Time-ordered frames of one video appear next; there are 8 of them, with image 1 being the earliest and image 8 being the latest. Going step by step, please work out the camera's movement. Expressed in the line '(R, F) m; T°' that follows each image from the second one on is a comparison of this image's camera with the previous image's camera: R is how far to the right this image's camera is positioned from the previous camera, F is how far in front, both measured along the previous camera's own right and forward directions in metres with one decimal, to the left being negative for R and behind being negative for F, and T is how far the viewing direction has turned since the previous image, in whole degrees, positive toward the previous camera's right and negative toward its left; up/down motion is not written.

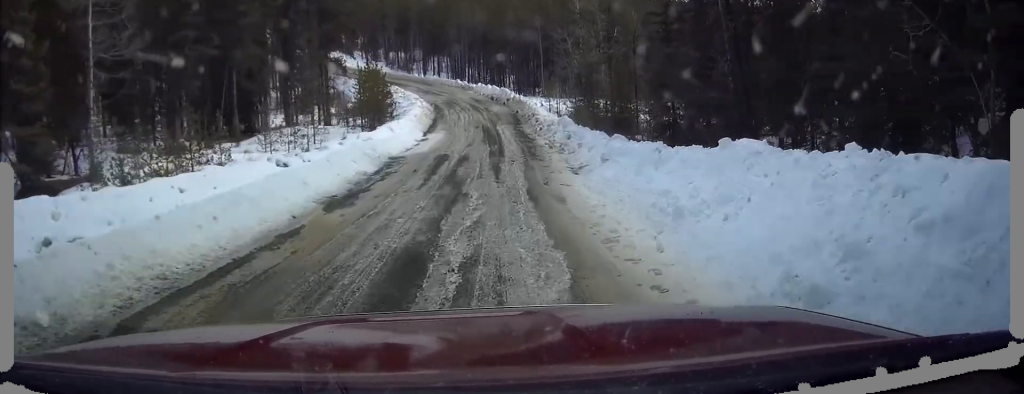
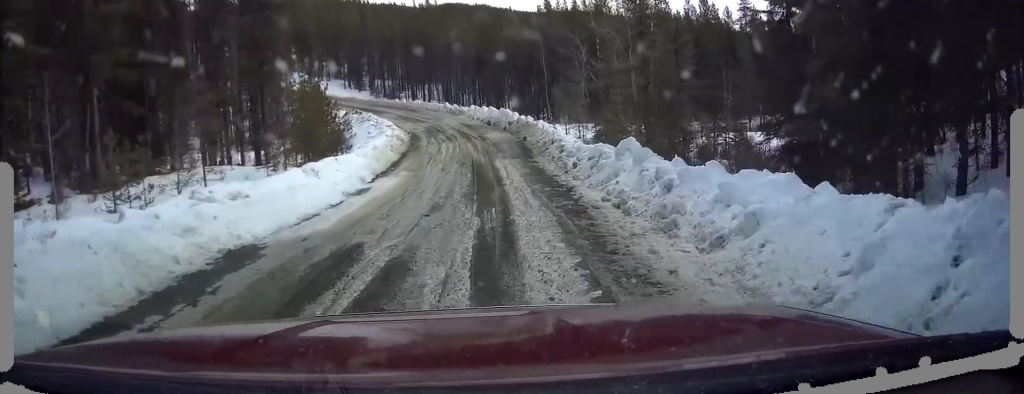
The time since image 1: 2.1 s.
(+1.0, +17.2) m; +3°
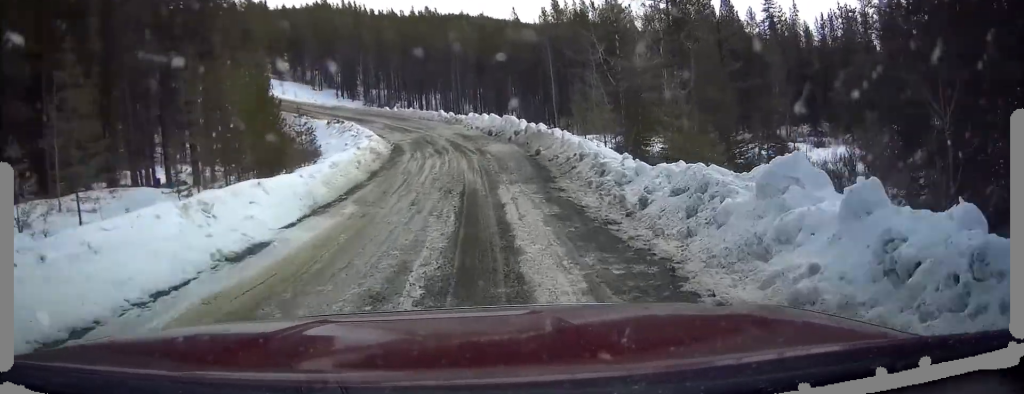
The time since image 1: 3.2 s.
(-0.3, +9.3) m; -4°
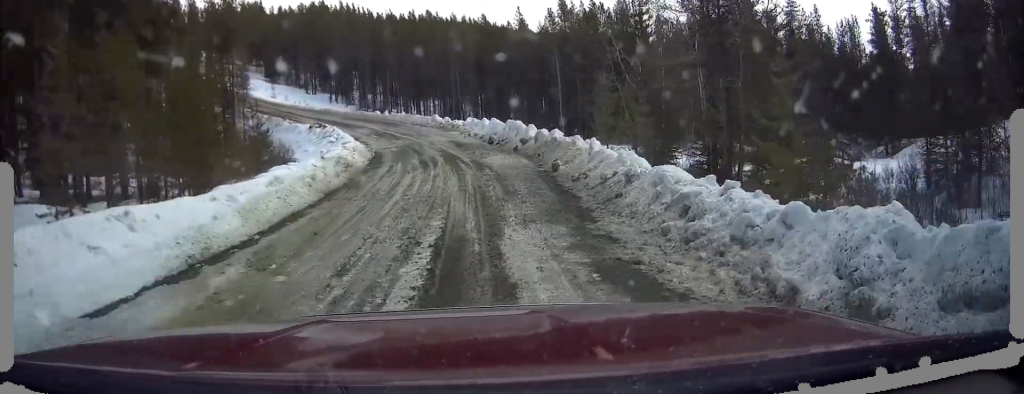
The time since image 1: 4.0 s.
(-0.3, +6.7) m; -3°
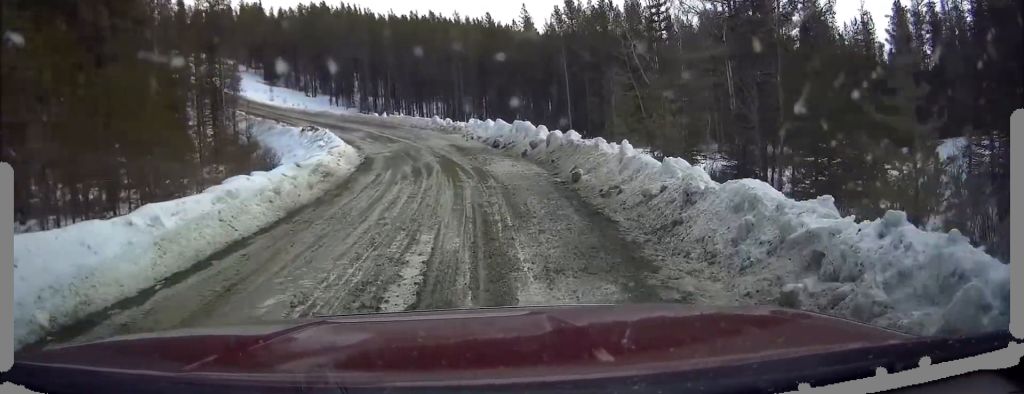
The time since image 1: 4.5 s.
(-0.1, +3.7) m; -1°
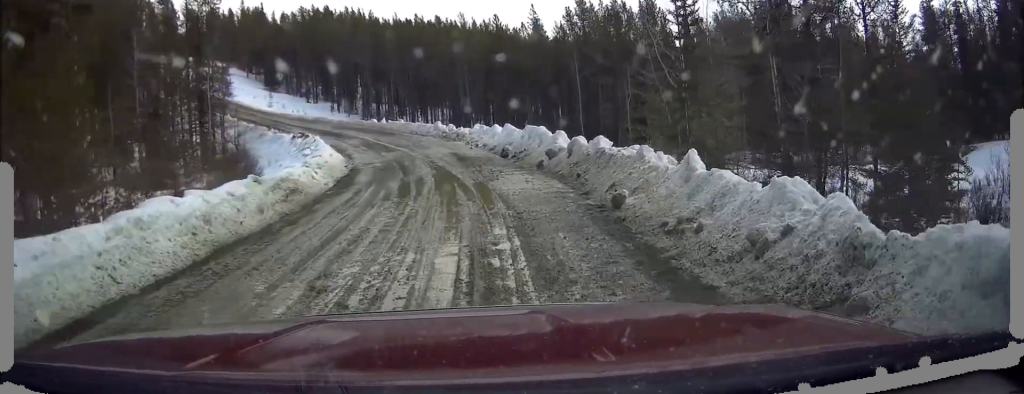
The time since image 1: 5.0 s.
(0.0, +4.0) m; 0°
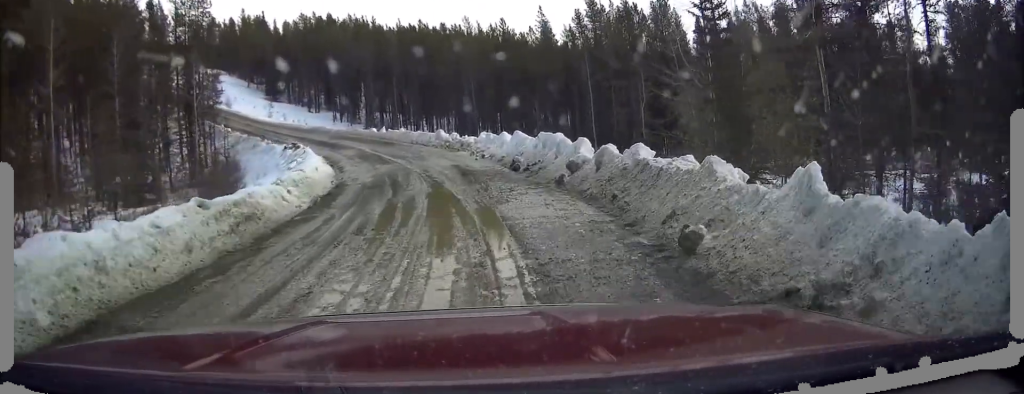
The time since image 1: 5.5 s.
(0.0, +3.4) m; +1°
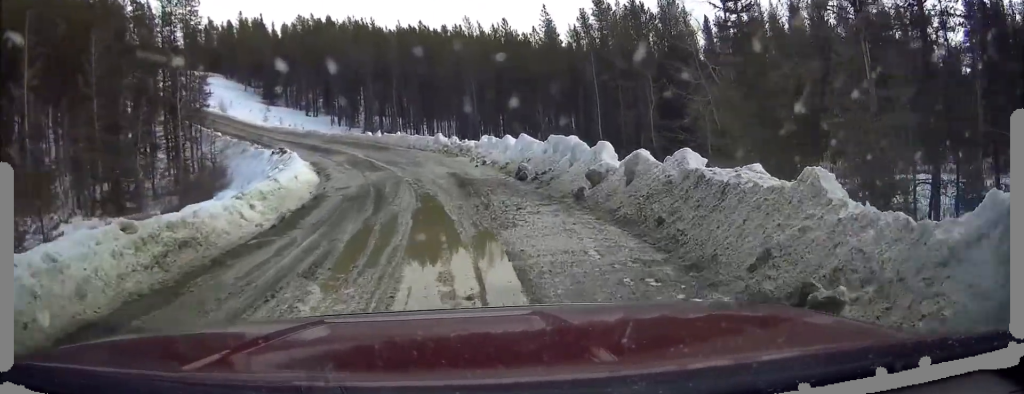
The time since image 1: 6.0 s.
(+0.1, +2.4) m; +1°
